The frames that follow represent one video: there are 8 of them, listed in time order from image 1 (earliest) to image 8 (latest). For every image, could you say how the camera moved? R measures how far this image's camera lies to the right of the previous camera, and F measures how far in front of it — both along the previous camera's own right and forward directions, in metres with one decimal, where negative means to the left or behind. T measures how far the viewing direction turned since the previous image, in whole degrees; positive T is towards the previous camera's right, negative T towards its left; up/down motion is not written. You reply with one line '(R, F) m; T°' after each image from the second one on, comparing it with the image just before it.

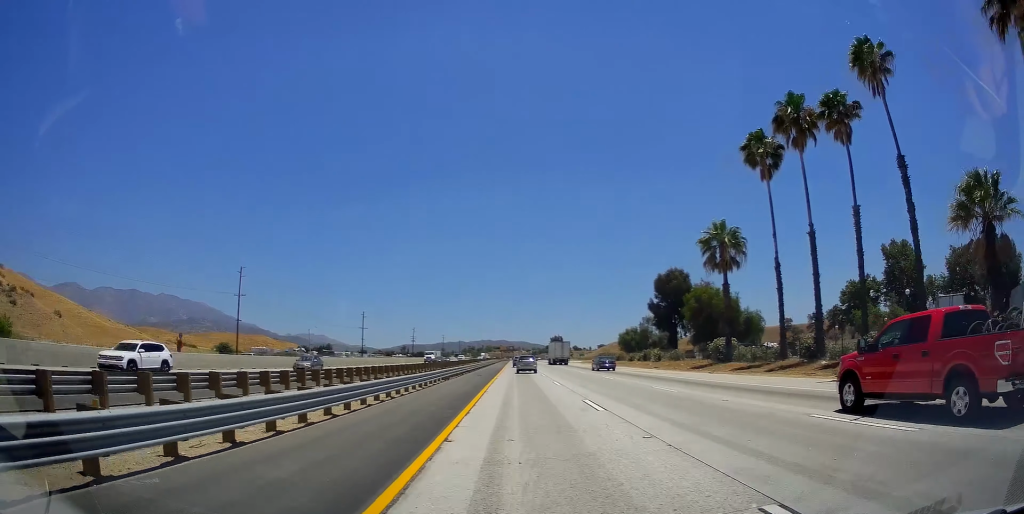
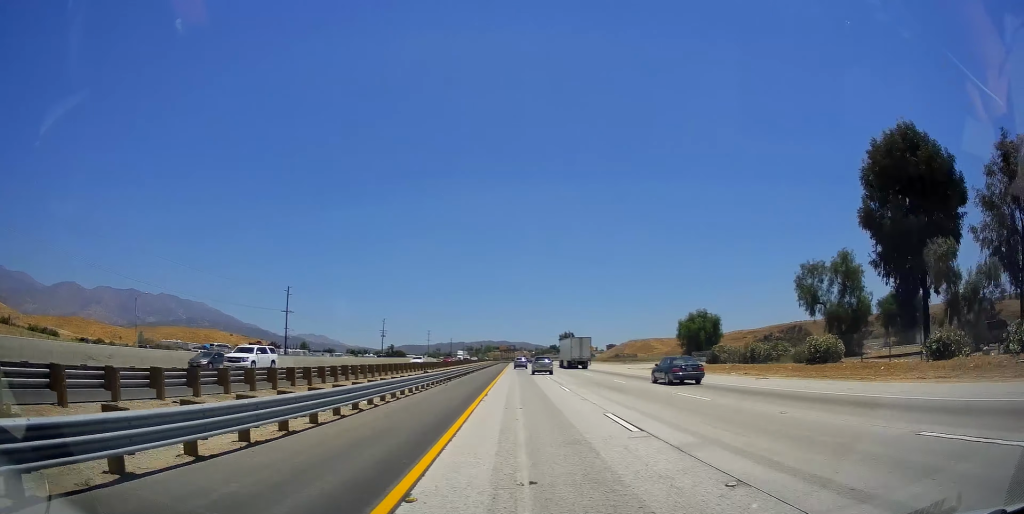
(-0.2, +75.4) m; -1°
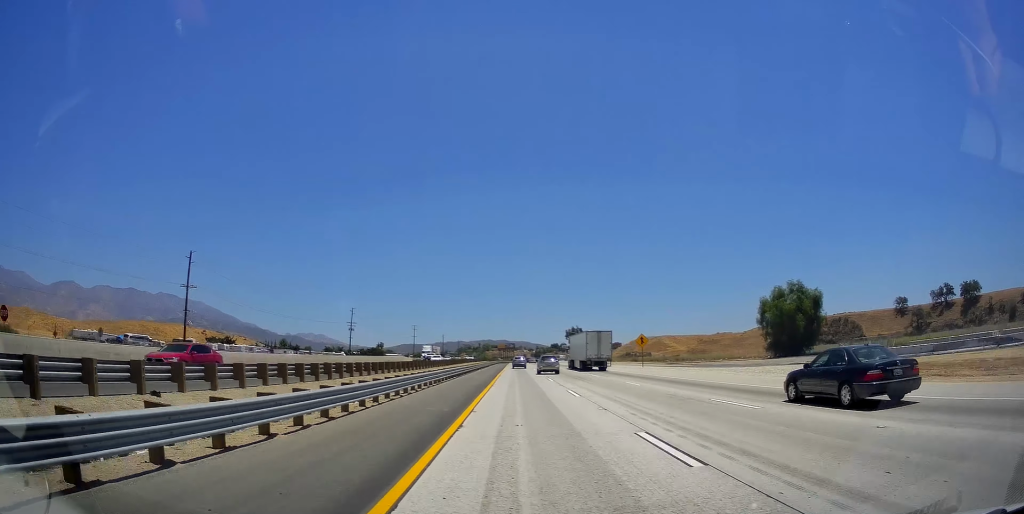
(-0.1, +48.5) m; 0°
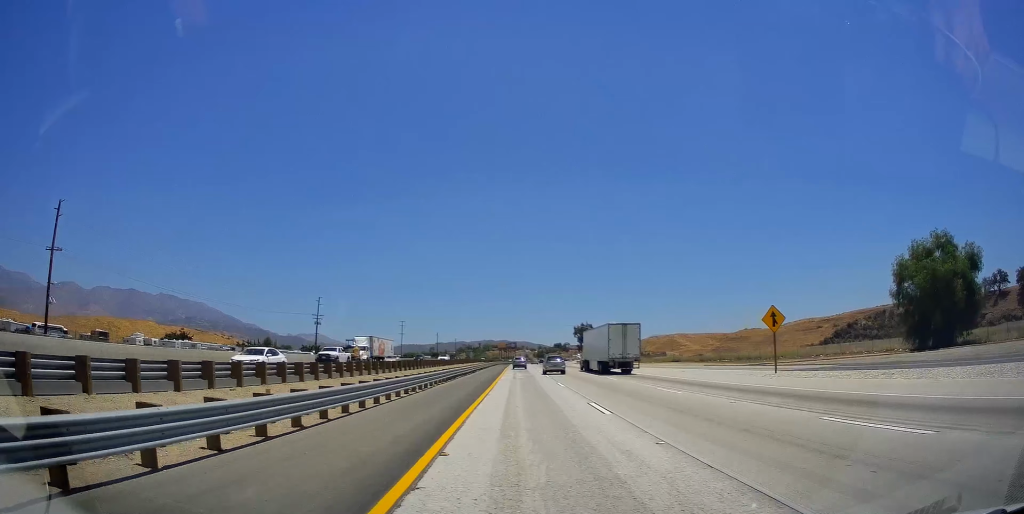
(+0.2, +38.0) m; 0°
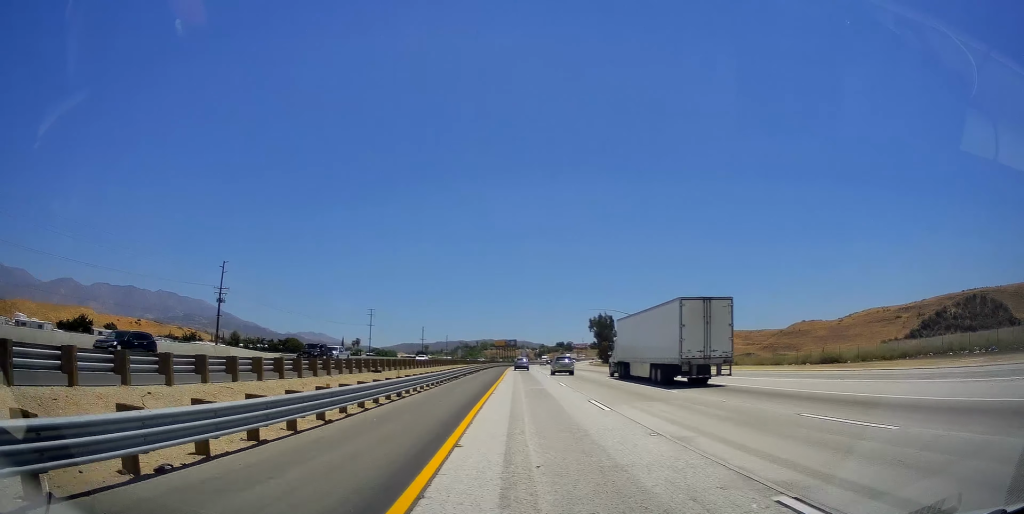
(-0.1, +55.2) m; 0°
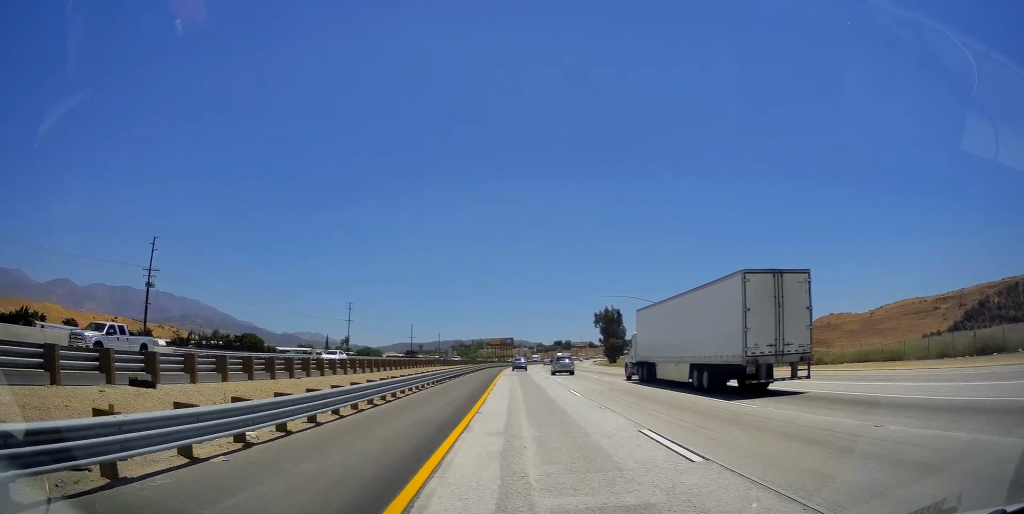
(0.0, +23.1) m; 0°
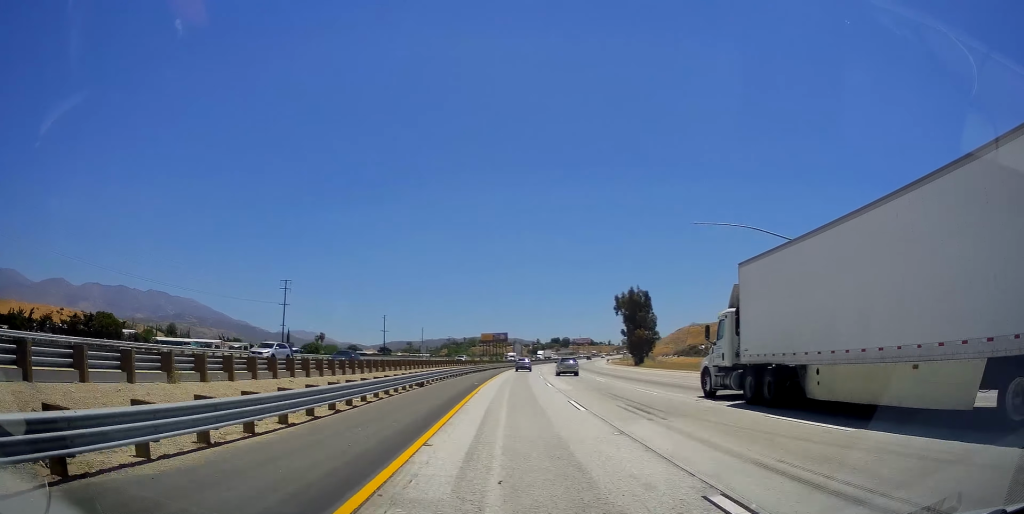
(+0.3, +50.7) m; +1°
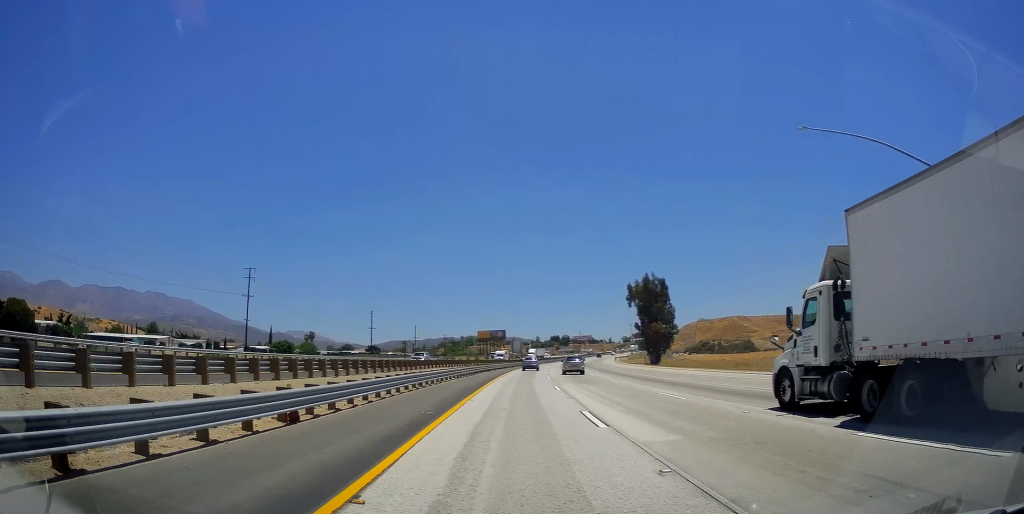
(0.0, +20.4) m; 0°
